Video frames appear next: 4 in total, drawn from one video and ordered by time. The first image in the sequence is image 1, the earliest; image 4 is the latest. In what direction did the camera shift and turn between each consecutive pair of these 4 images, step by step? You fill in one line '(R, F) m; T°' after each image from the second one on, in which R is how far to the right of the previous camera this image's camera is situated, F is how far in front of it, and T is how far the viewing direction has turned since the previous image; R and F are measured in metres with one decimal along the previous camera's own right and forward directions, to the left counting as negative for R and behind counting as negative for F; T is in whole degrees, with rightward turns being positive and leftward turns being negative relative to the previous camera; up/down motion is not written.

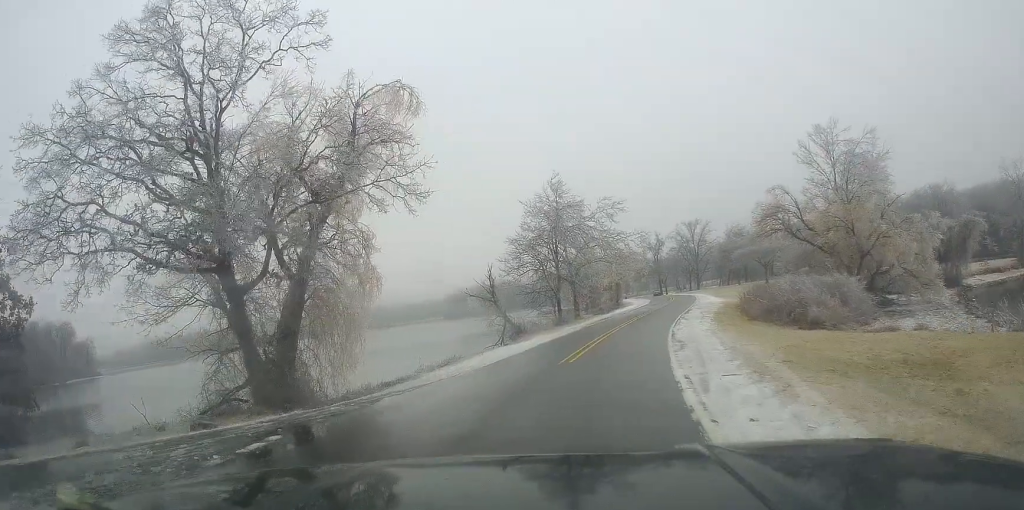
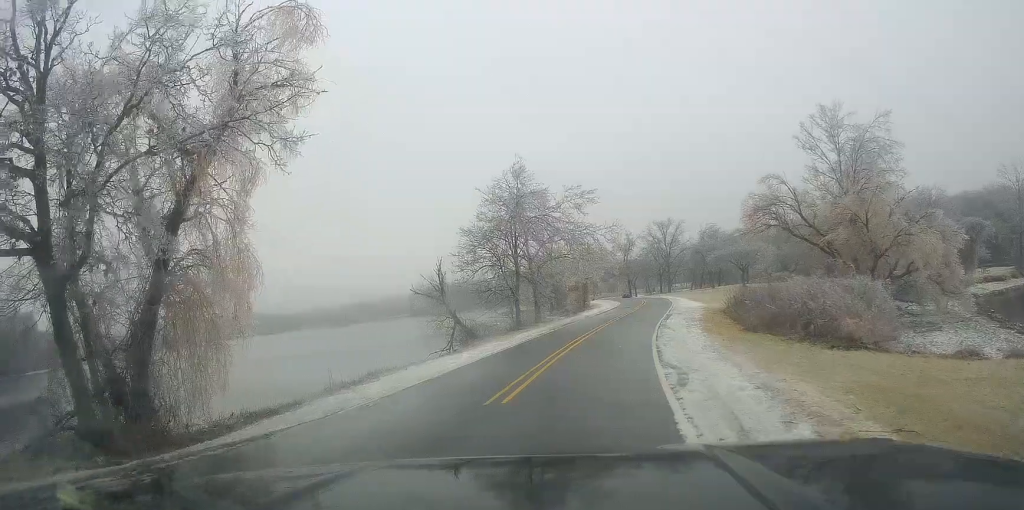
(-0.3, +6.8) m; -3°
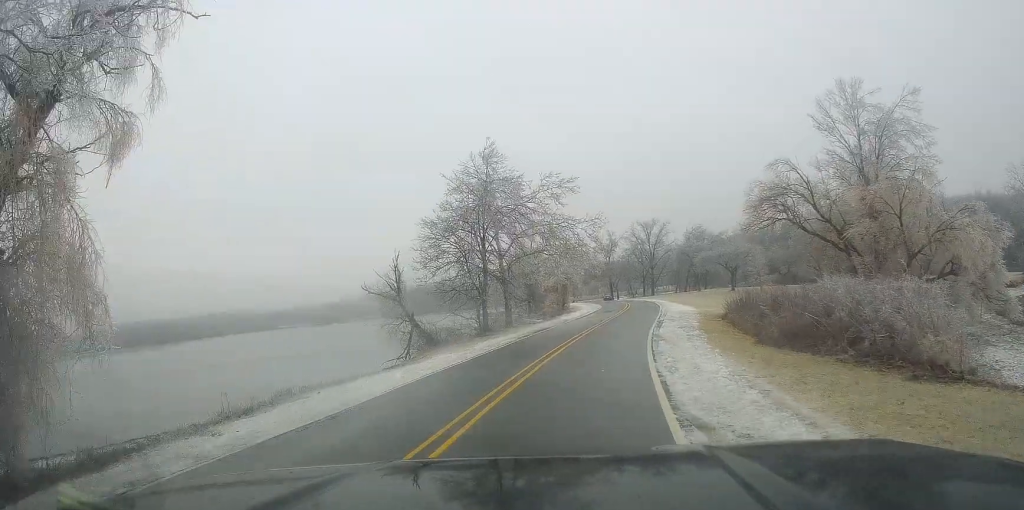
(0.0, +6.2) m; -3°
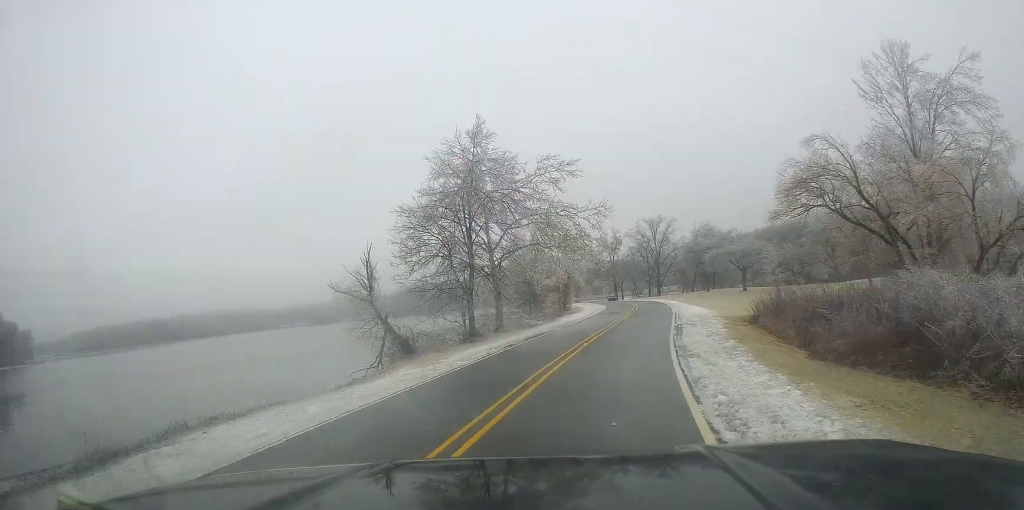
(-0.3, +6.1) m; 0°
